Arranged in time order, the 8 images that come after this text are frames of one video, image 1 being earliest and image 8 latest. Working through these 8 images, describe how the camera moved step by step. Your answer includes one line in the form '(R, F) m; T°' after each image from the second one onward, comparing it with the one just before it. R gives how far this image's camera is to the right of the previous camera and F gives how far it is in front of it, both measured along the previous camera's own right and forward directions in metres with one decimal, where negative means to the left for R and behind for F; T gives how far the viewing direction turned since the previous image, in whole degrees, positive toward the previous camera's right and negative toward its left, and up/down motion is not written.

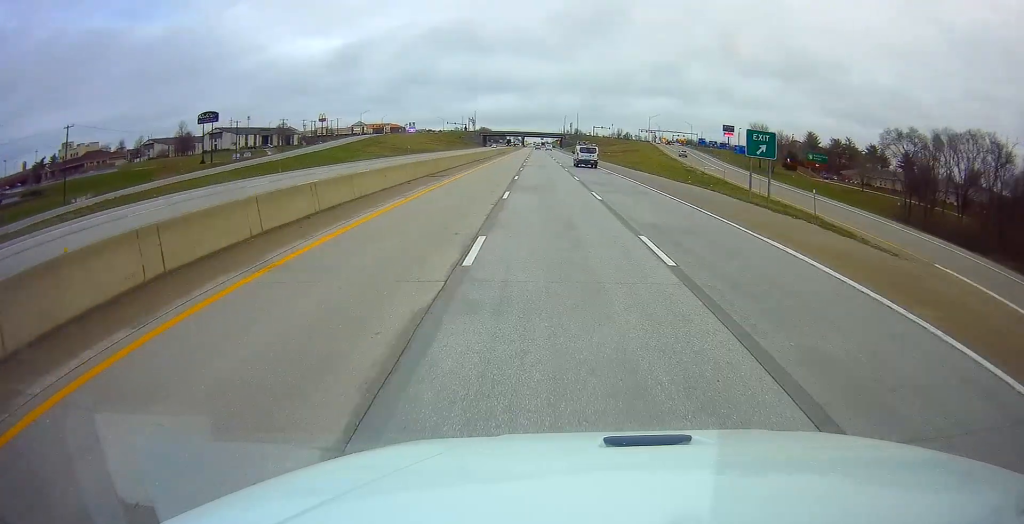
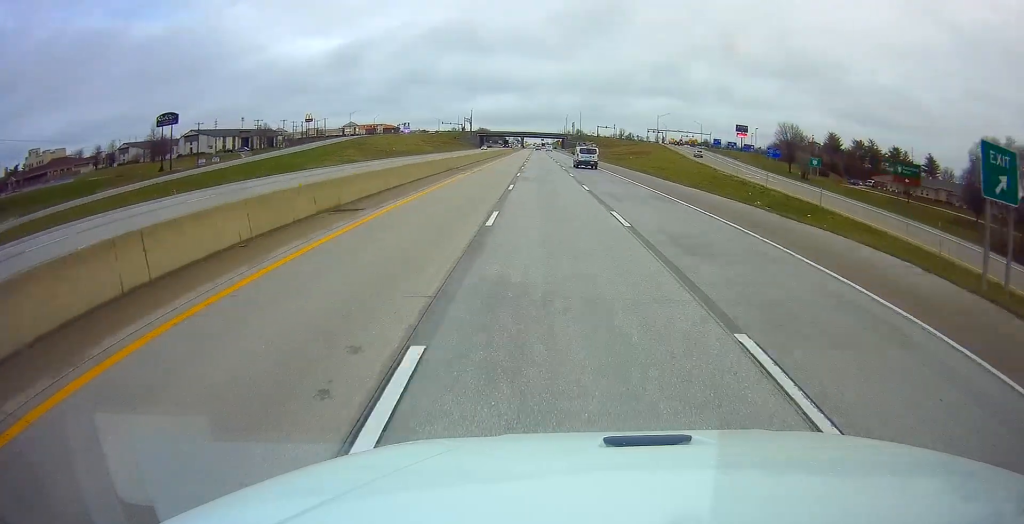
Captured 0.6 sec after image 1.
(0.0, +19.2) m; 0°
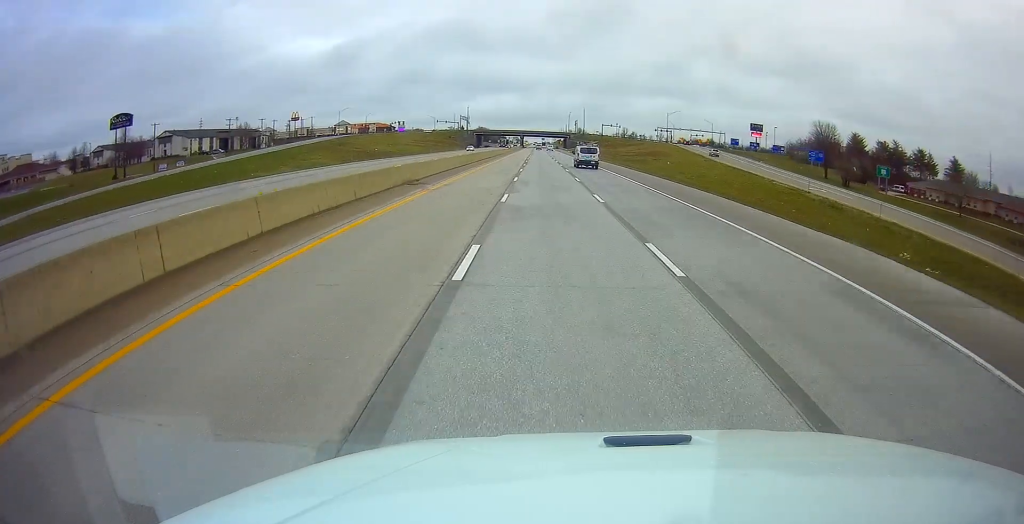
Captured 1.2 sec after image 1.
(0.0, +18.2) m; +1°
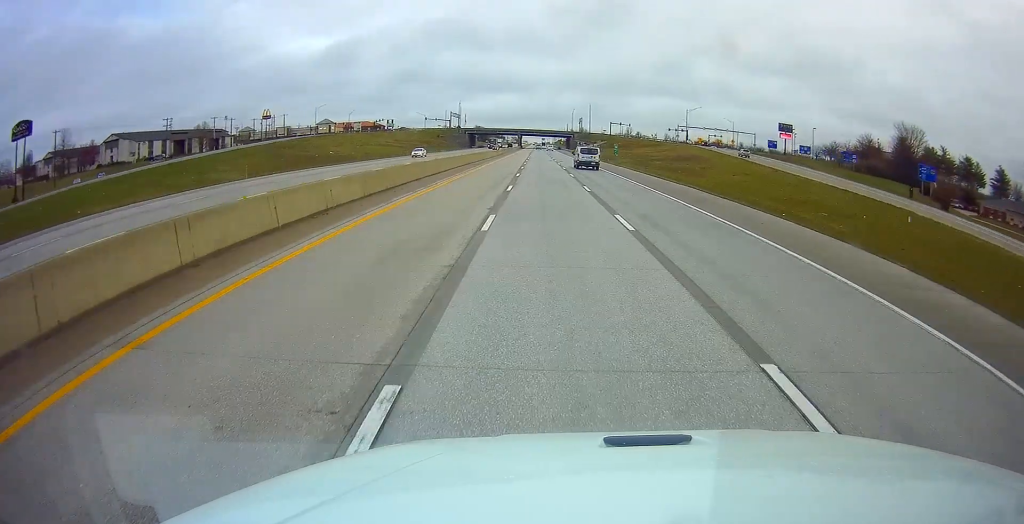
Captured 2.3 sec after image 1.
(+0.5, +31.4) m; 0°
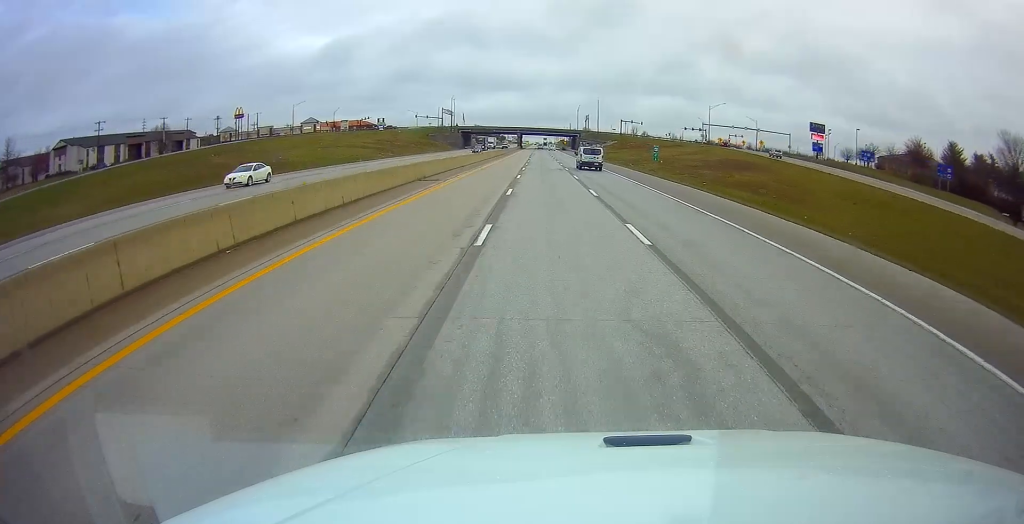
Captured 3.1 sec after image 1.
(-0.2, +26.4) m; -1°
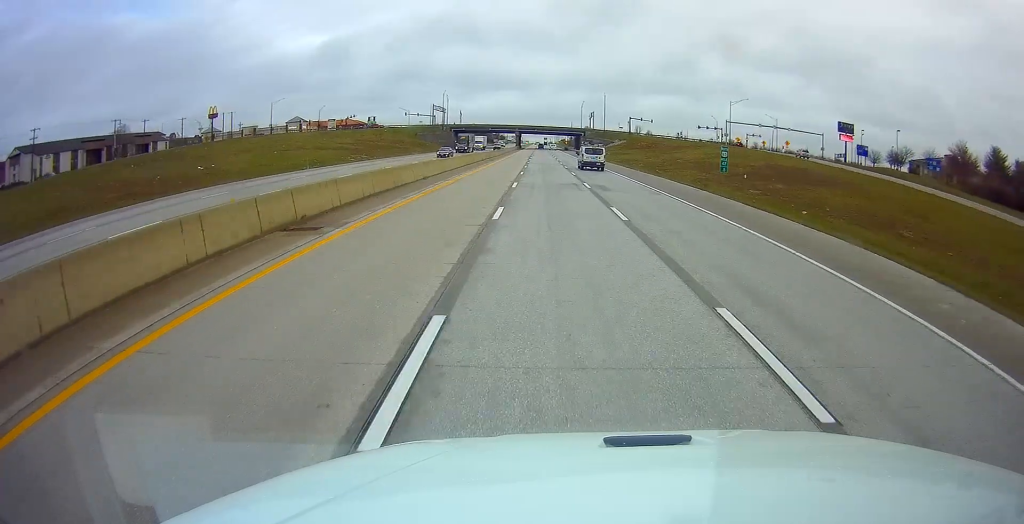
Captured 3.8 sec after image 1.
(-0.2, +20.3) m; -1°
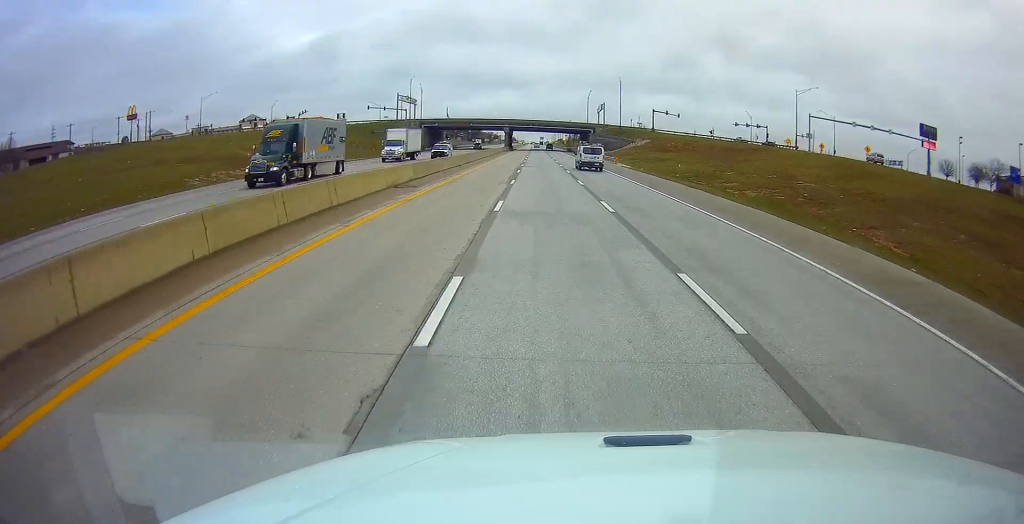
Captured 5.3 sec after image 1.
(0.0, +46.7) m; 0°
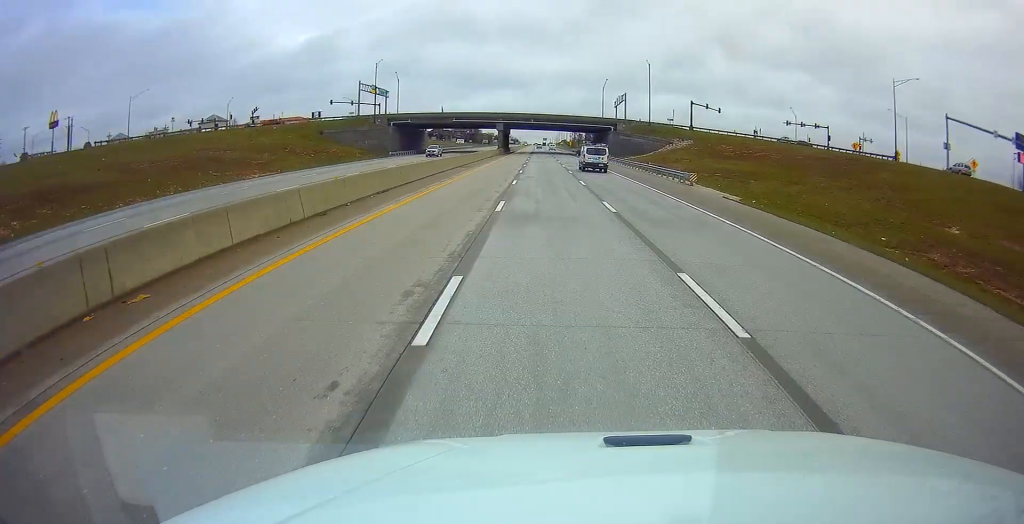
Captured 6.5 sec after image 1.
(0.0, +36.4) m; +1°
